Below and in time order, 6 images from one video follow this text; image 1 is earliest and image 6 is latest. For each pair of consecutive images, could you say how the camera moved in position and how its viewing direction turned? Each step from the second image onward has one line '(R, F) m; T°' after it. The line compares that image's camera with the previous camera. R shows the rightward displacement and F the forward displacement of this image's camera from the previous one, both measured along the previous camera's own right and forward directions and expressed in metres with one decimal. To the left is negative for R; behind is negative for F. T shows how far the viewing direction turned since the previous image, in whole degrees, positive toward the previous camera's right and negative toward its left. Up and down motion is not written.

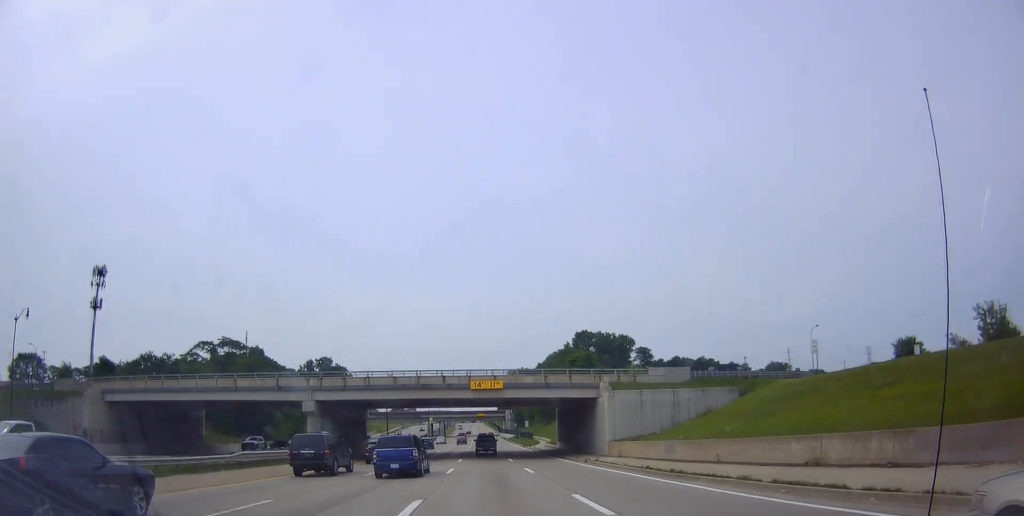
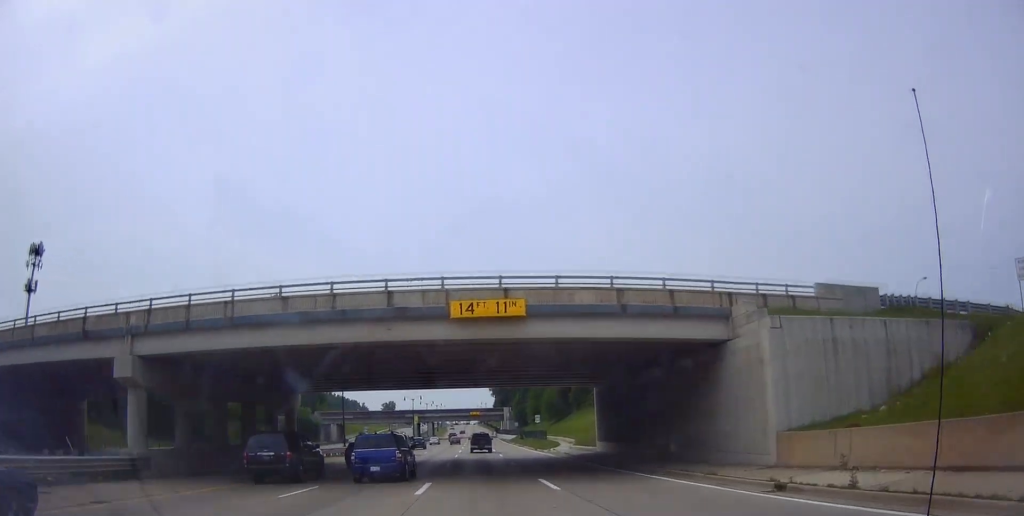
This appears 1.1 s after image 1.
(+0.3, +25.4) m; 0°
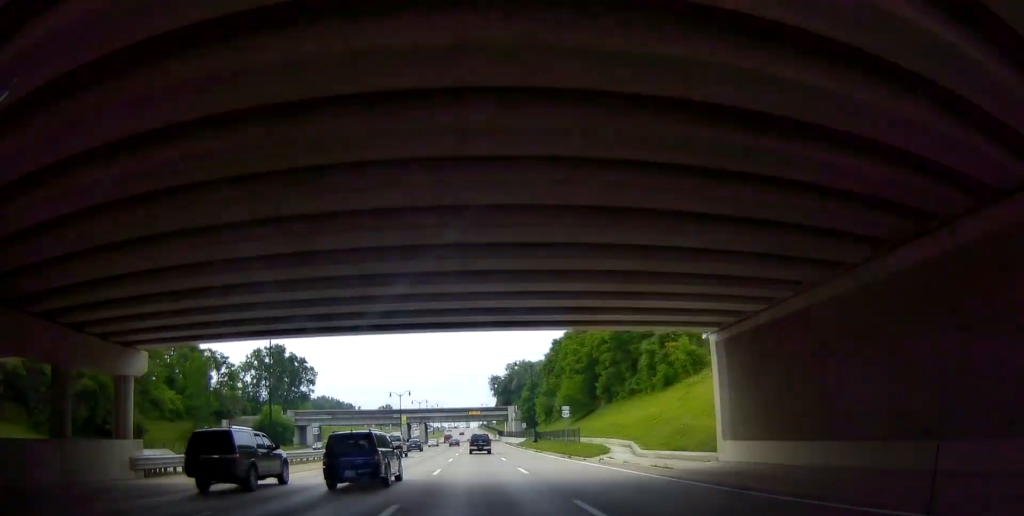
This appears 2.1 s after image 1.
(-0.4, +22.1) m; 0°
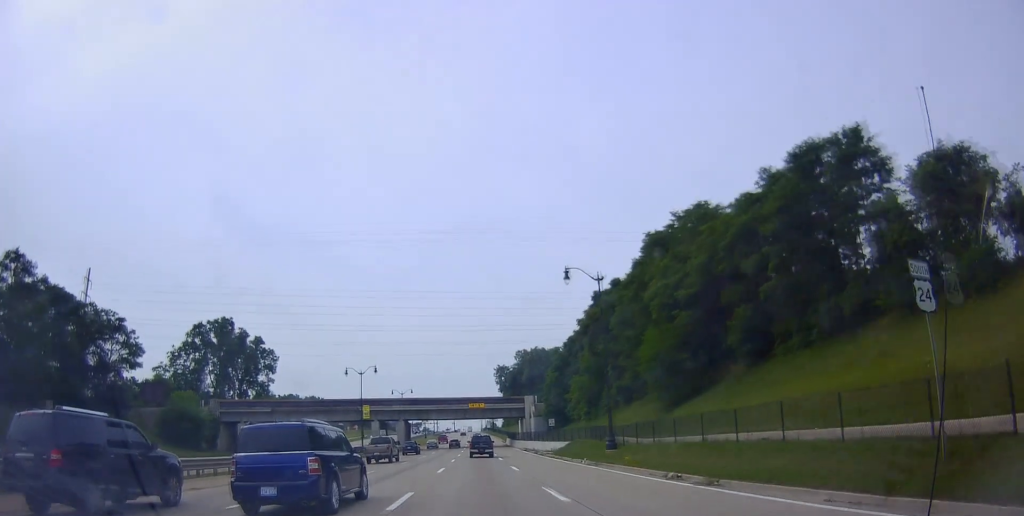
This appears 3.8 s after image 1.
(+1.0, +40.1) m; +2°
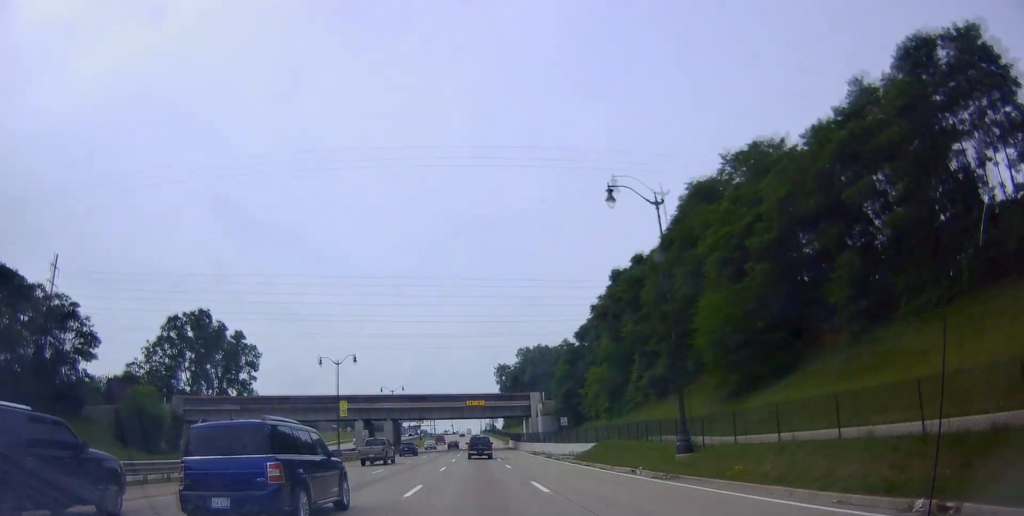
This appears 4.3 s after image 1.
(+0.1, +12.0) m; 0°
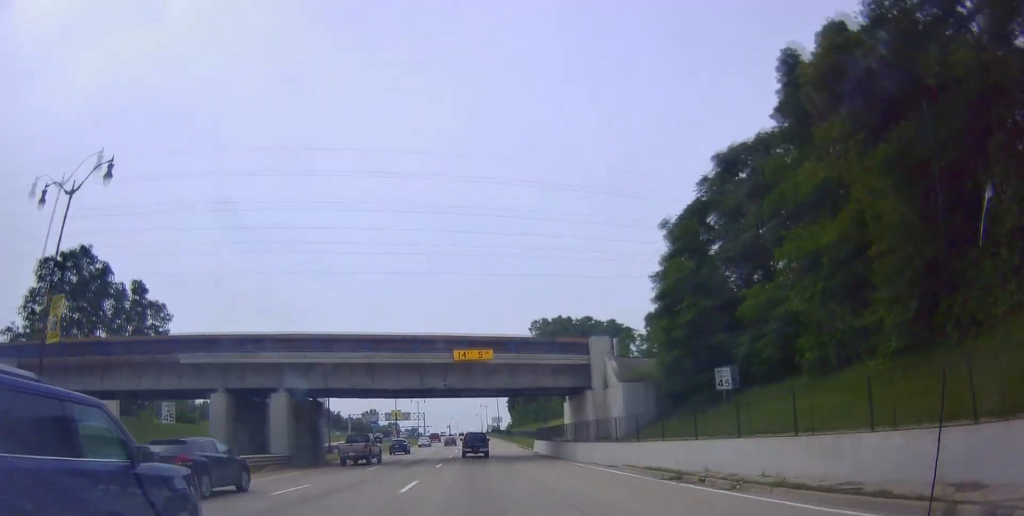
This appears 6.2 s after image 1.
(-0.1, +45.8) m; -1°
